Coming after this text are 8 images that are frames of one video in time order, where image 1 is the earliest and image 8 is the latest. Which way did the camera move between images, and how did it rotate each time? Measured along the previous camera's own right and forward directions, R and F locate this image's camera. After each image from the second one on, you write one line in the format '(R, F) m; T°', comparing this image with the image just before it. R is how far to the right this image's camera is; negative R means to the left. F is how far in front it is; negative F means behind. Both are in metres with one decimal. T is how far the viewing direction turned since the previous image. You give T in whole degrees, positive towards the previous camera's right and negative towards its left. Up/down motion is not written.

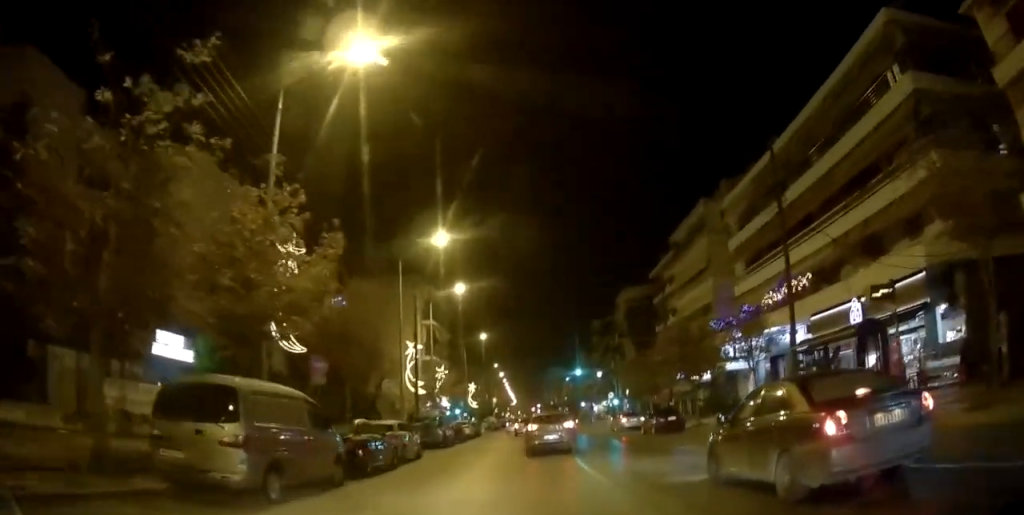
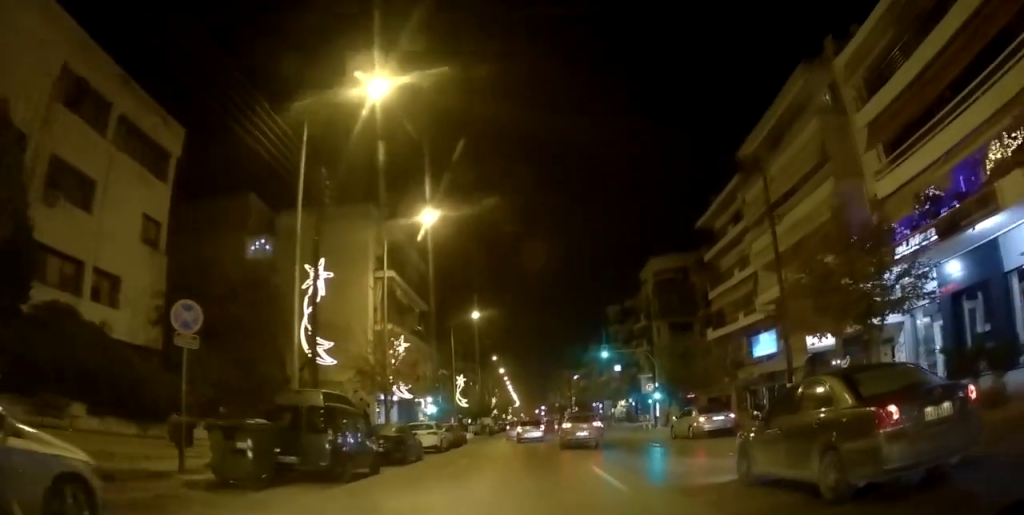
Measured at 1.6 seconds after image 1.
(+0.2, +17.3) m; +3°
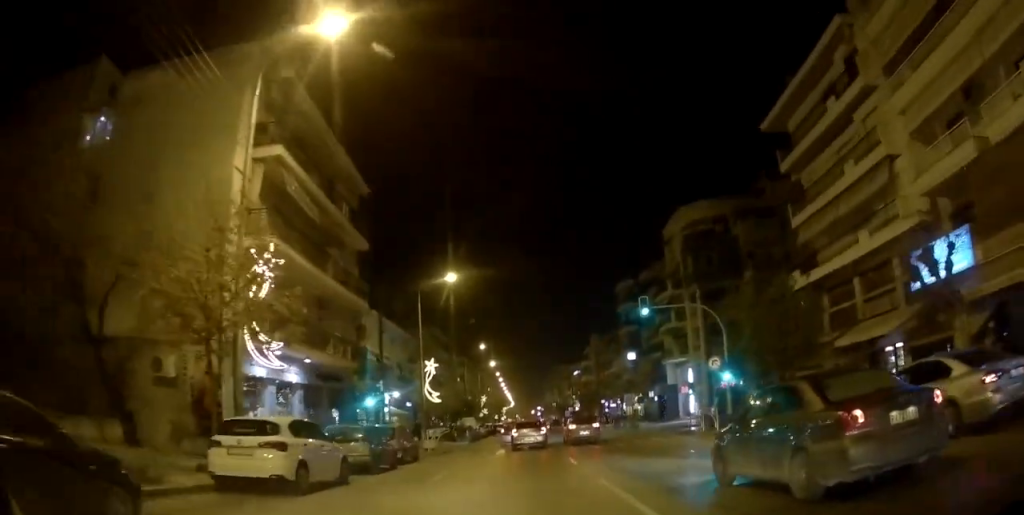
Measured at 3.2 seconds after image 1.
(+0.3, +16.3) m; -1°
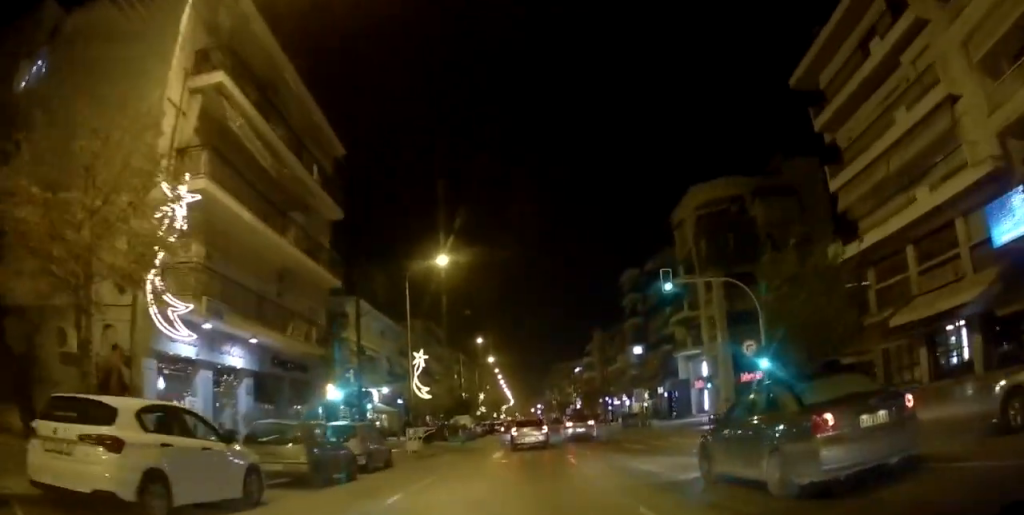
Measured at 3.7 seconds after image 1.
(-0.1, +4.6) m; 0°
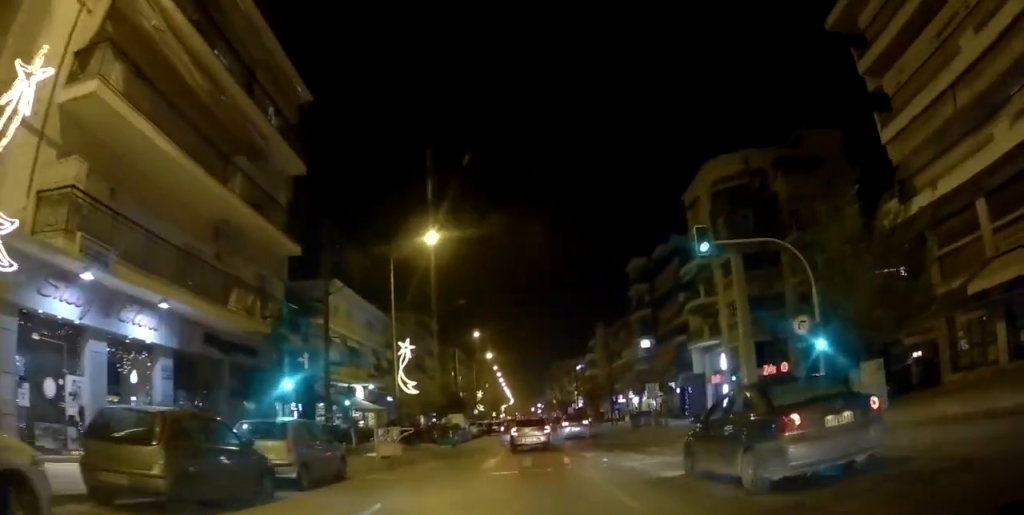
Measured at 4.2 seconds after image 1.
(-0.1, +4.9) m; -1°
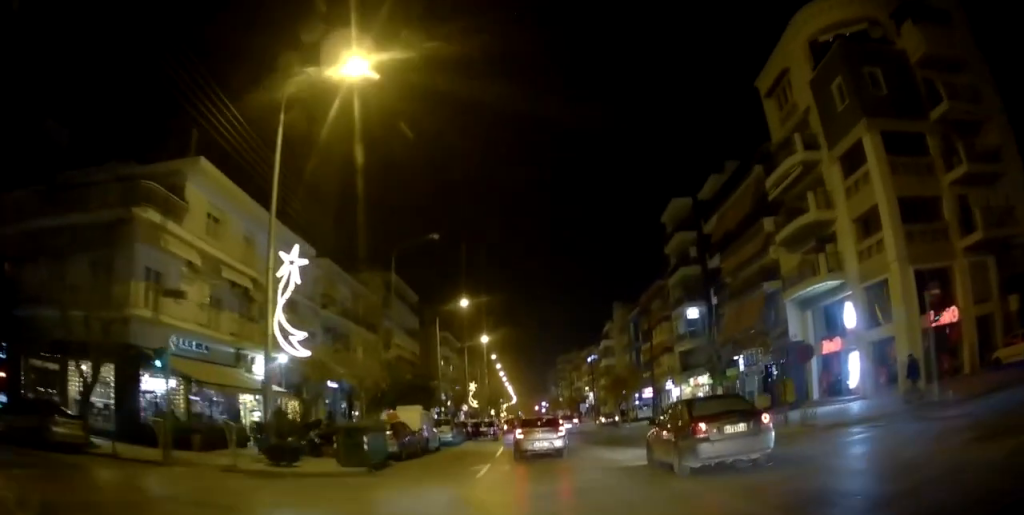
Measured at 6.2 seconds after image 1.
(-2.3, +18.2) m; -6°
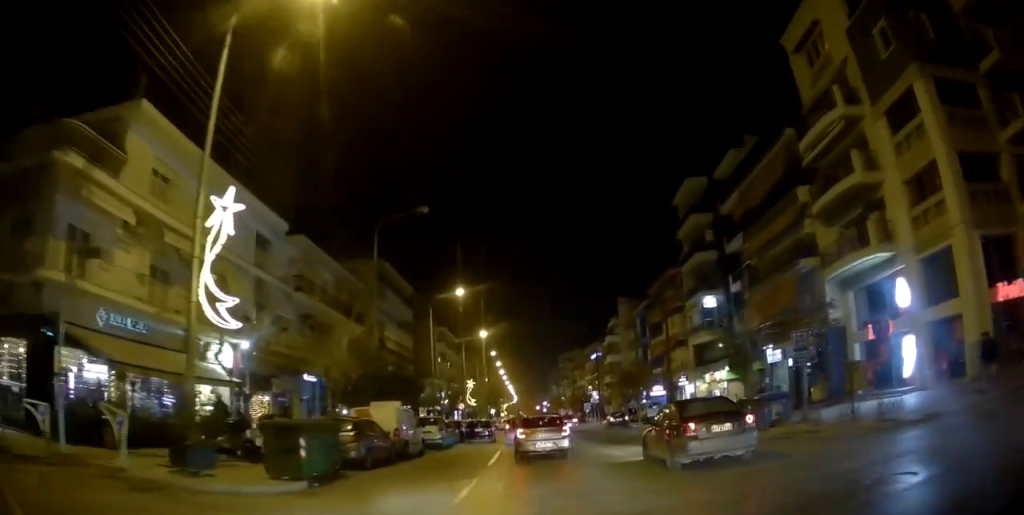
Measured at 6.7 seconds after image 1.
(+0.7, +4.5) m; +6°
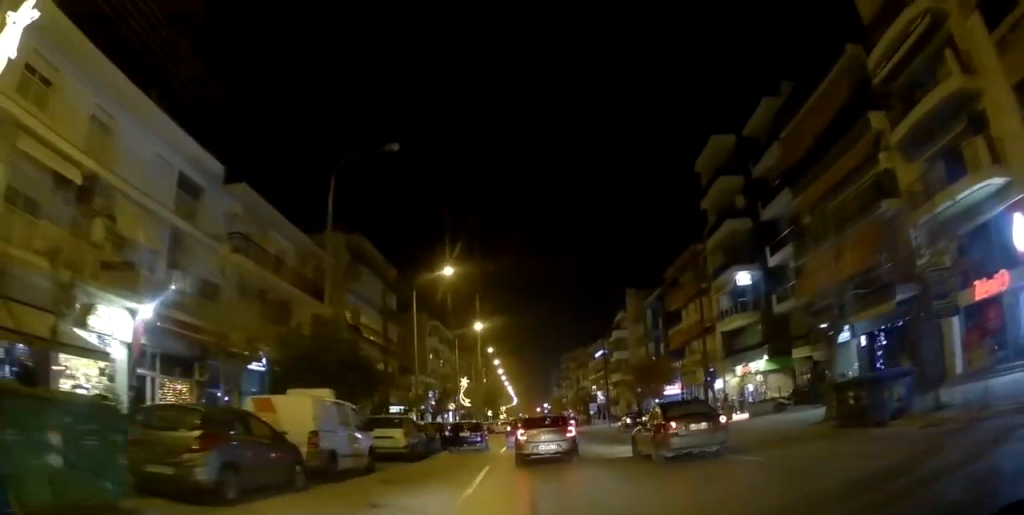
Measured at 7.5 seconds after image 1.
(+0.7, +7.6) m; +5°
